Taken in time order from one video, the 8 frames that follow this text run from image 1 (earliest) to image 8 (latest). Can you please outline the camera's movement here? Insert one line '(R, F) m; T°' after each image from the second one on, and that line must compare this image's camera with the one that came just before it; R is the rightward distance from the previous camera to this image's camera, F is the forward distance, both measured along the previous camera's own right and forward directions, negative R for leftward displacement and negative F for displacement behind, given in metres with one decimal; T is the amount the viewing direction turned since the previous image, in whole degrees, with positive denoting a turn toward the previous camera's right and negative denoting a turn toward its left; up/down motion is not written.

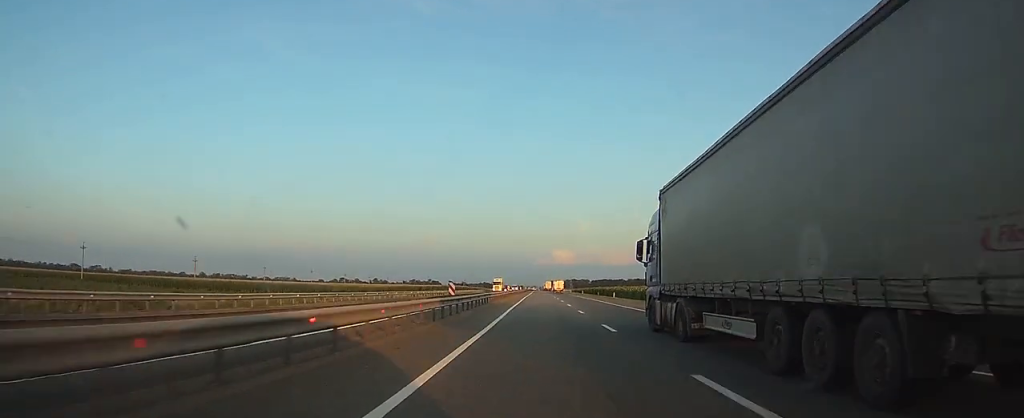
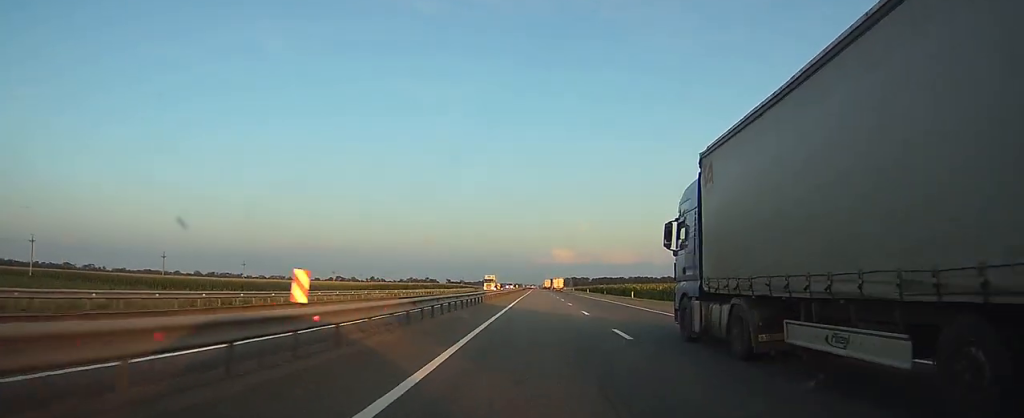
(0.0, +15.5) m; 0°
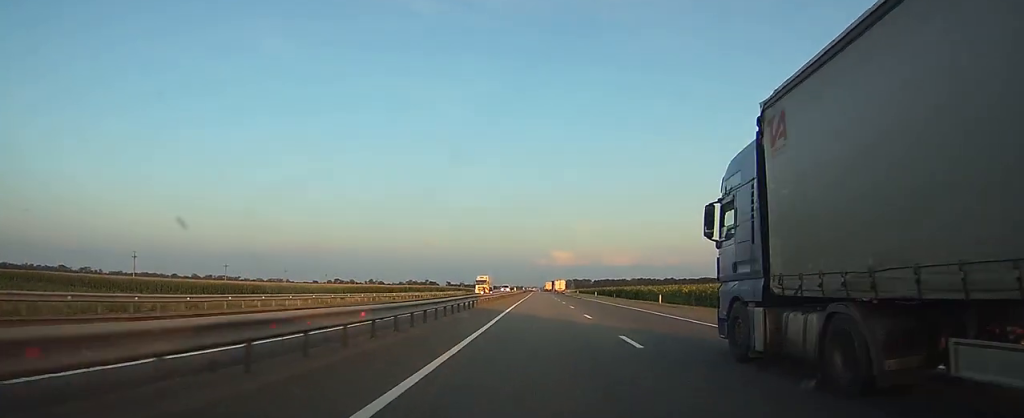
(0.0, +13.3) m; 0°
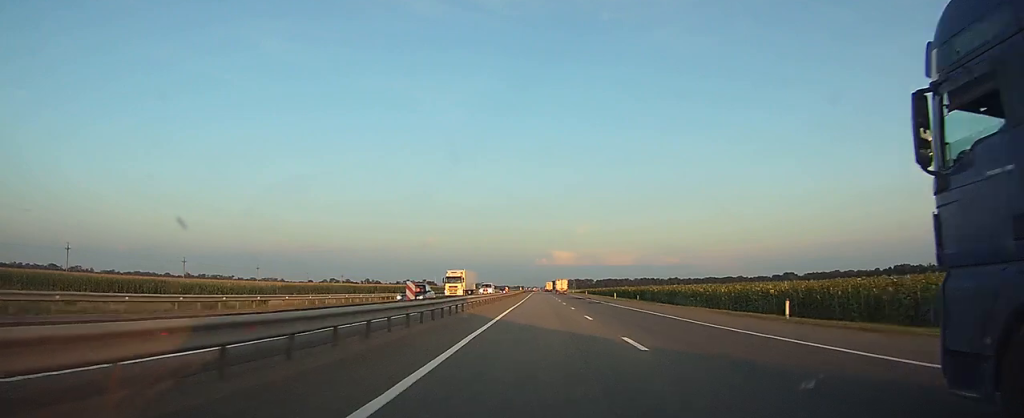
(0.0, +24.5) m; 0°
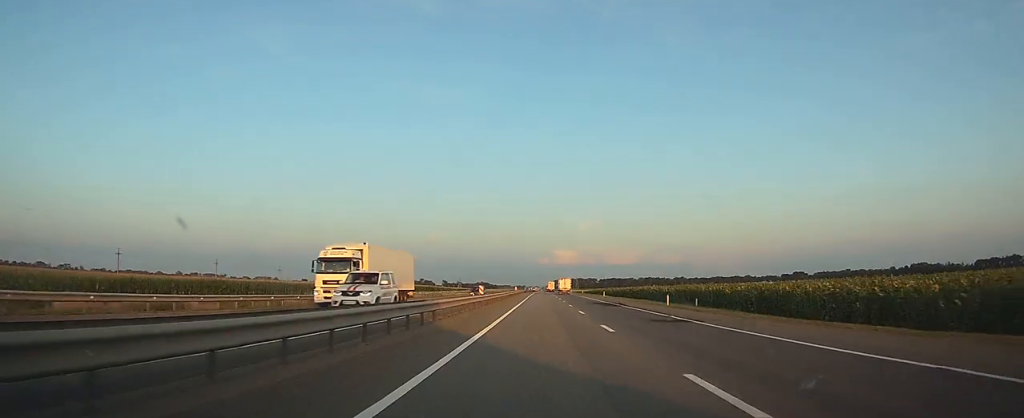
(0.0, +30.1) m; 0°
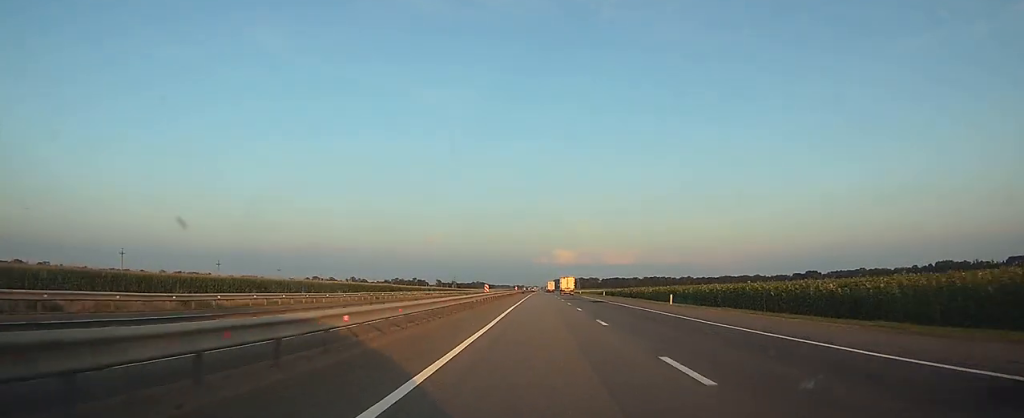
(-0.1, +46.0) m; 0°
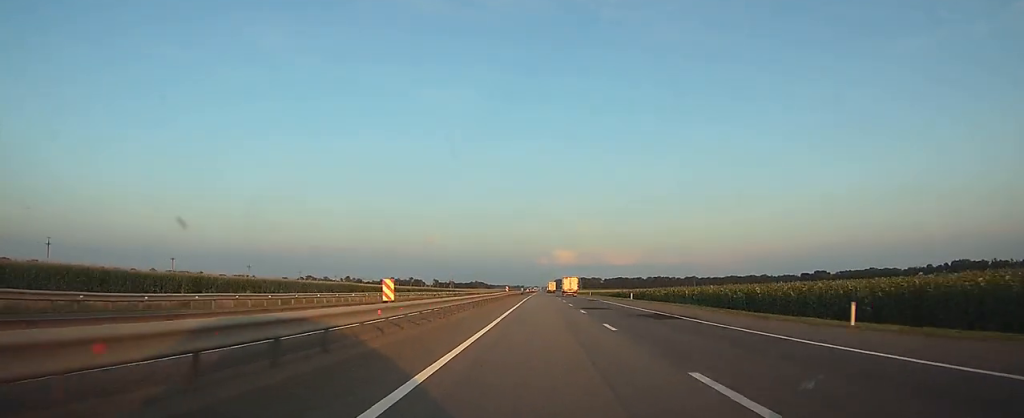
(0.0, +25.9) m; 0°
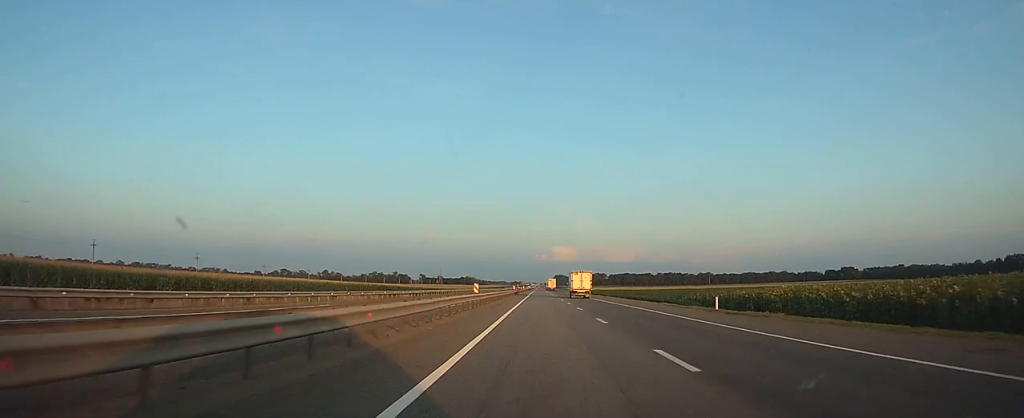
(0.0, +80.7) m; 0°
